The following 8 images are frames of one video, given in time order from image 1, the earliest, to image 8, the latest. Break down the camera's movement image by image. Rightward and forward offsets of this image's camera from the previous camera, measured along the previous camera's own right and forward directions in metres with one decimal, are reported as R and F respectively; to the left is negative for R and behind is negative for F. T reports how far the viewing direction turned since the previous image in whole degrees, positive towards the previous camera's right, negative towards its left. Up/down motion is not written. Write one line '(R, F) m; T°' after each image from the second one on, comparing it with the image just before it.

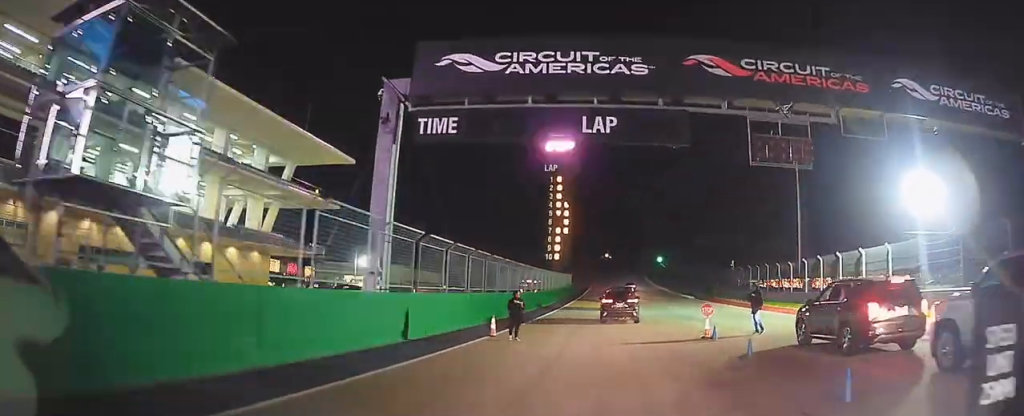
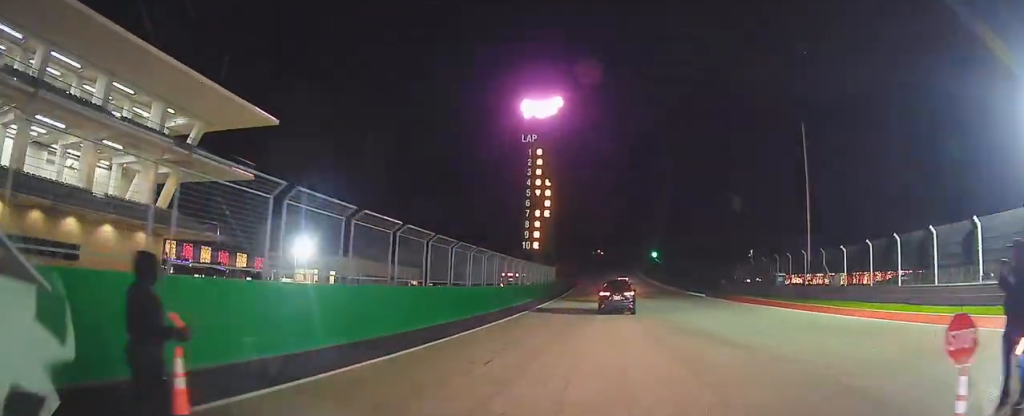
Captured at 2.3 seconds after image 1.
(0.0, +10.5) m; 0°
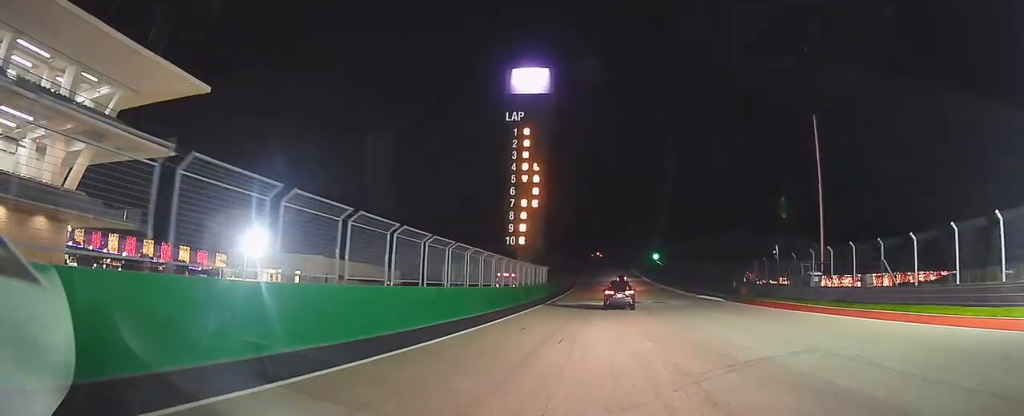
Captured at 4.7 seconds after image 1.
(0.0, +11.3) m; 0°
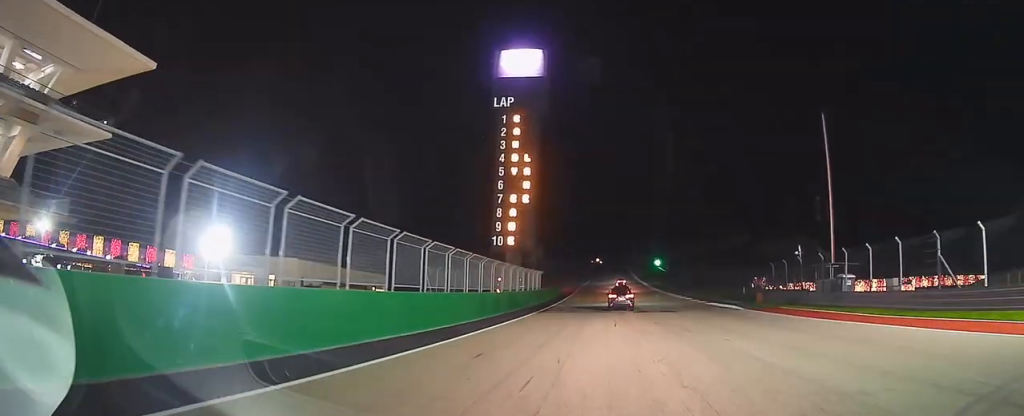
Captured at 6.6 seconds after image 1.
(+0.1, +11.1) m; 0°
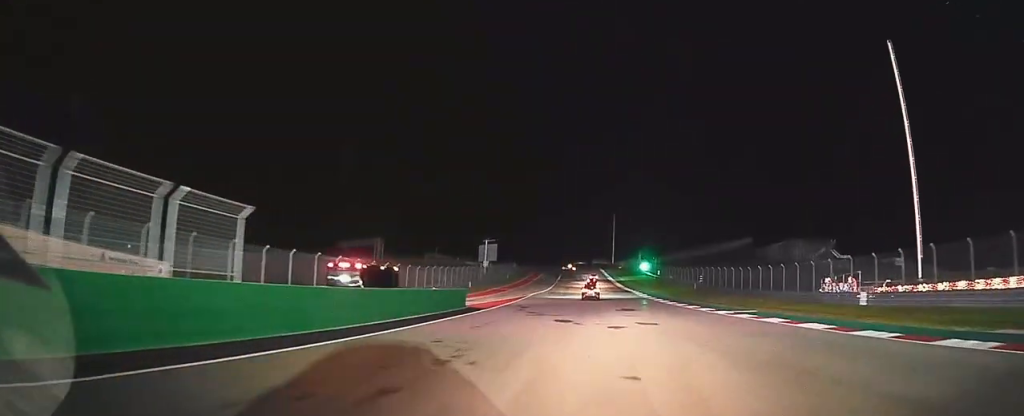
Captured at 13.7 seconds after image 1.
(+0.4, +48.6) m; 0°
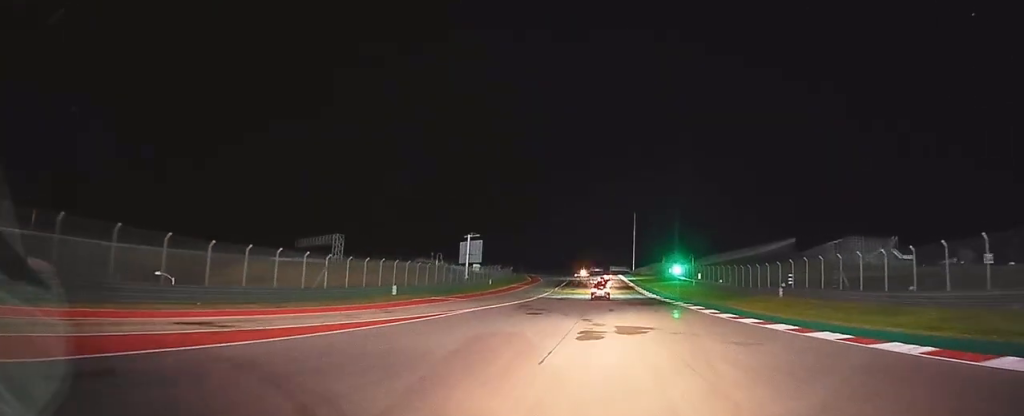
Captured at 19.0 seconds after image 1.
(-0.2, +39.7) m; 0°
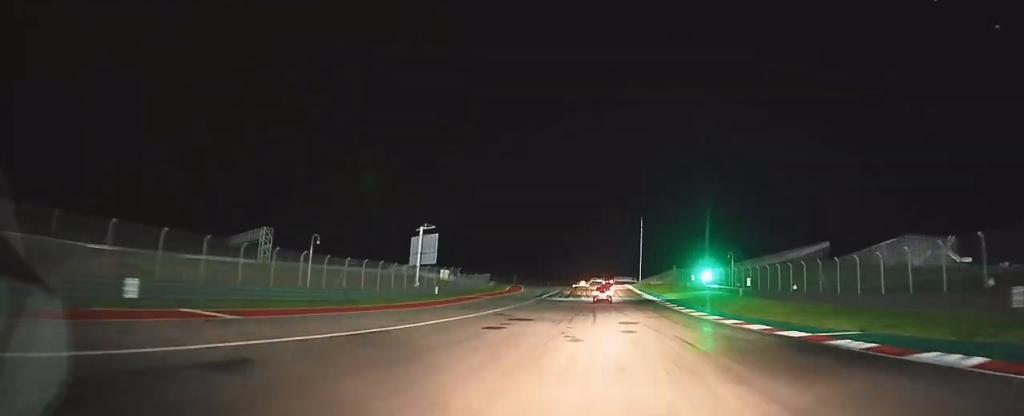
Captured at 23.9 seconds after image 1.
(+0.1, +38.3) m; 0°
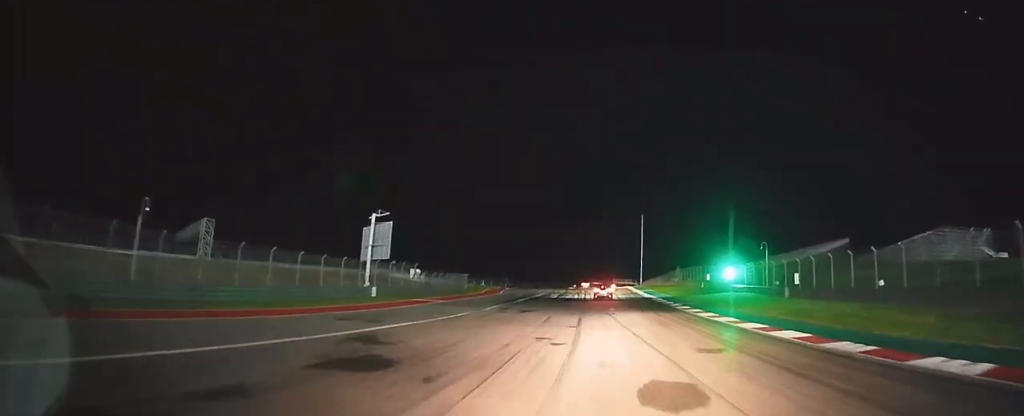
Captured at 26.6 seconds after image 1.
(+0.1, +20.4) m; 0°
